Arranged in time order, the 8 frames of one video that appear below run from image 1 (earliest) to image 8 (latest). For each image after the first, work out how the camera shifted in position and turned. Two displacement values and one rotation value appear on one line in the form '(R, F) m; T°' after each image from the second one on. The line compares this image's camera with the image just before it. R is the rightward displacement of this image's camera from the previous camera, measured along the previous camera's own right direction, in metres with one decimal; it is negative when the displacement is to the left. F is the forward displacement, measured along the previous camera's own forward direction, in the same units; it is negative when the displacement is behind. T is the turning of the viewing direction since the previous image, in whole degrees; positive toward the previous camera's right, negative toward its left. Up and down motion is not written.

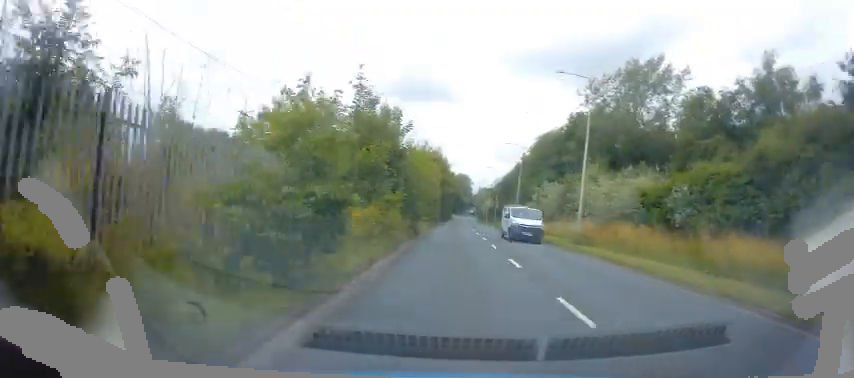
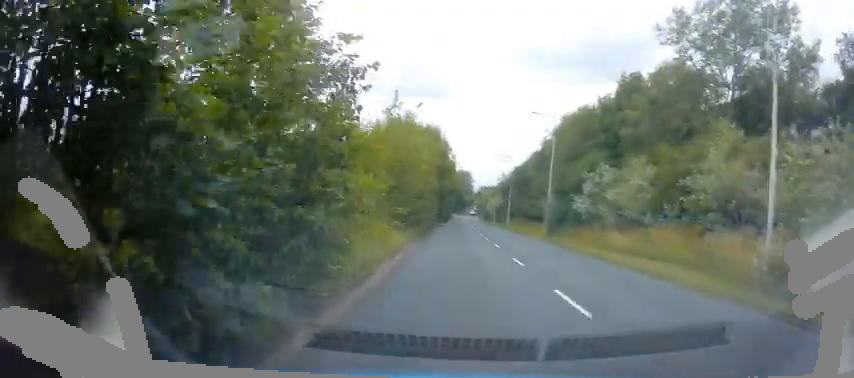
(+0.1, +17.6) m; +2°
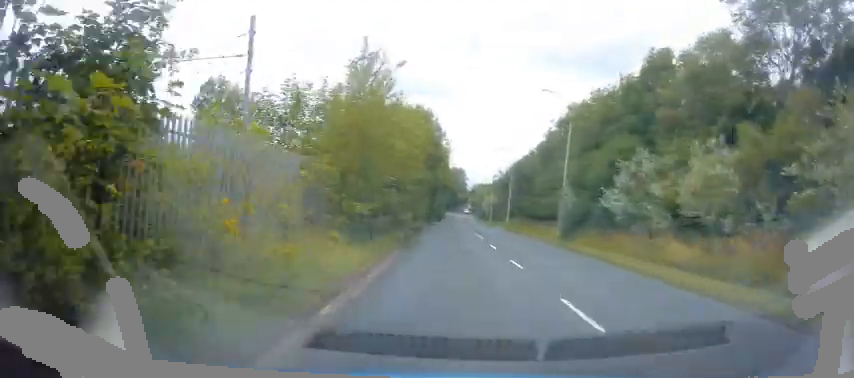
(+0.3, +6.9) m; 0°
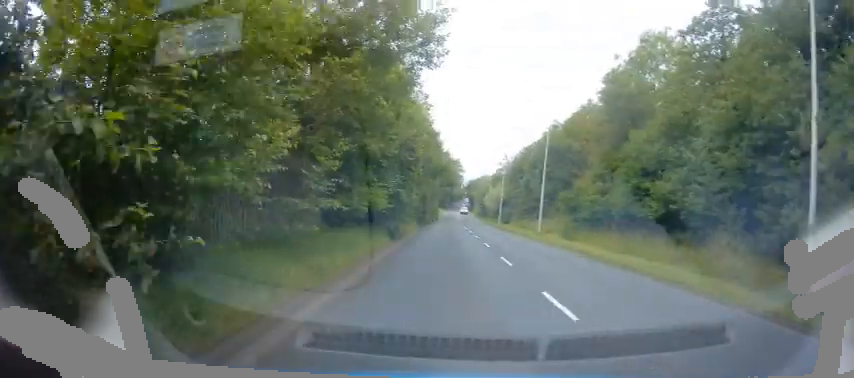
(-0.1, +23.8) m; +1°
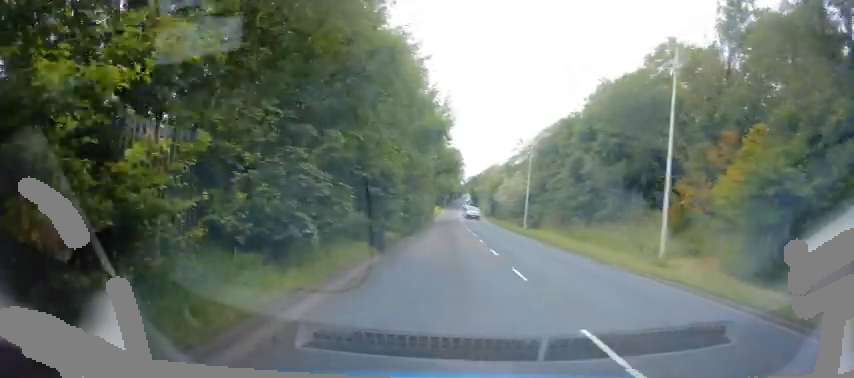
(+0.5, +22.1) m; +1°
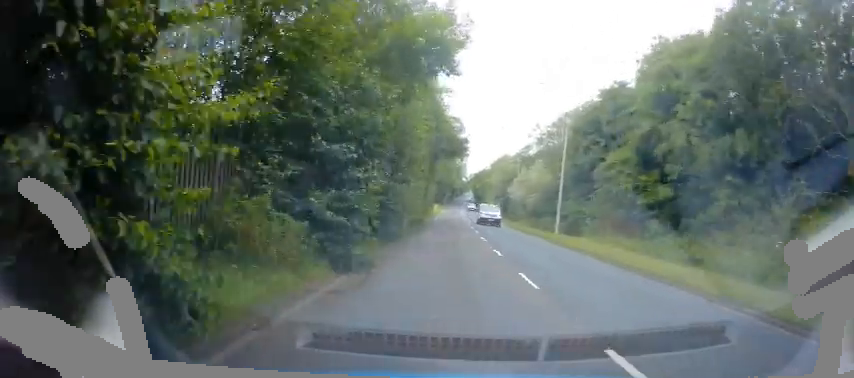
(0.0, +12.8) m; -1°
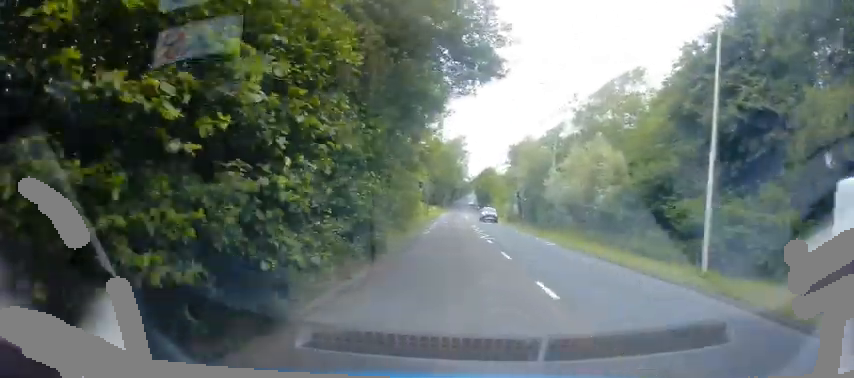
(-0.2, +18.5) m; -1°
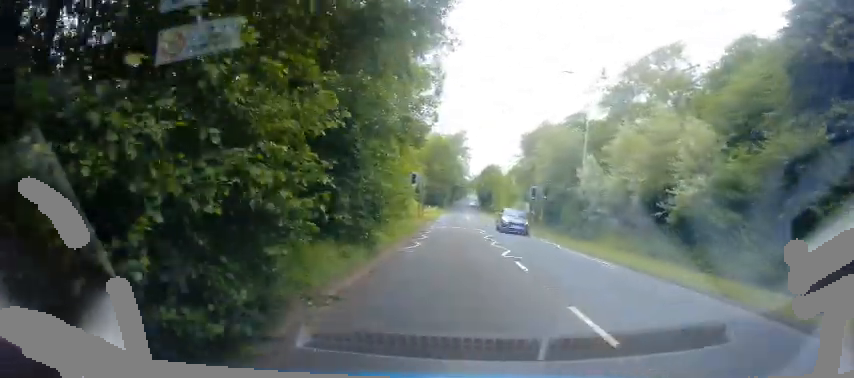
(0.0, +8.8) m; 0°
